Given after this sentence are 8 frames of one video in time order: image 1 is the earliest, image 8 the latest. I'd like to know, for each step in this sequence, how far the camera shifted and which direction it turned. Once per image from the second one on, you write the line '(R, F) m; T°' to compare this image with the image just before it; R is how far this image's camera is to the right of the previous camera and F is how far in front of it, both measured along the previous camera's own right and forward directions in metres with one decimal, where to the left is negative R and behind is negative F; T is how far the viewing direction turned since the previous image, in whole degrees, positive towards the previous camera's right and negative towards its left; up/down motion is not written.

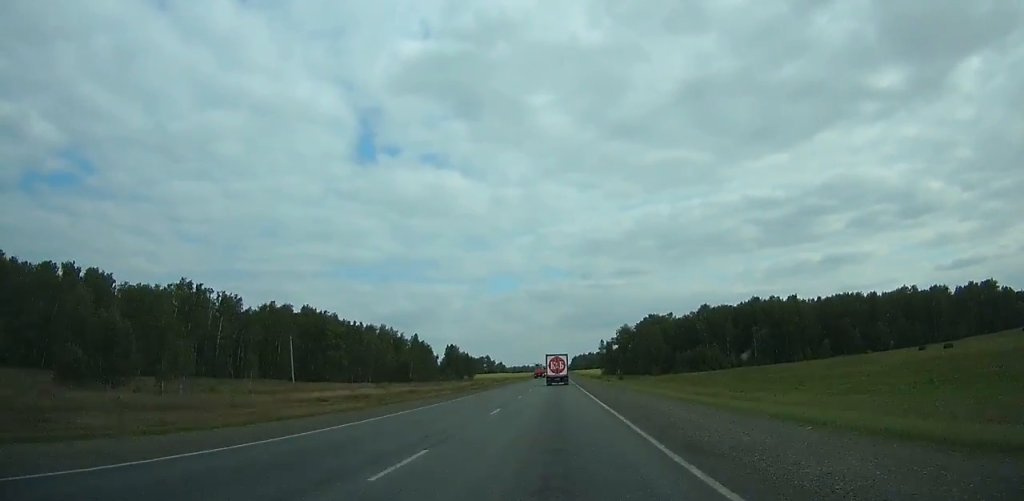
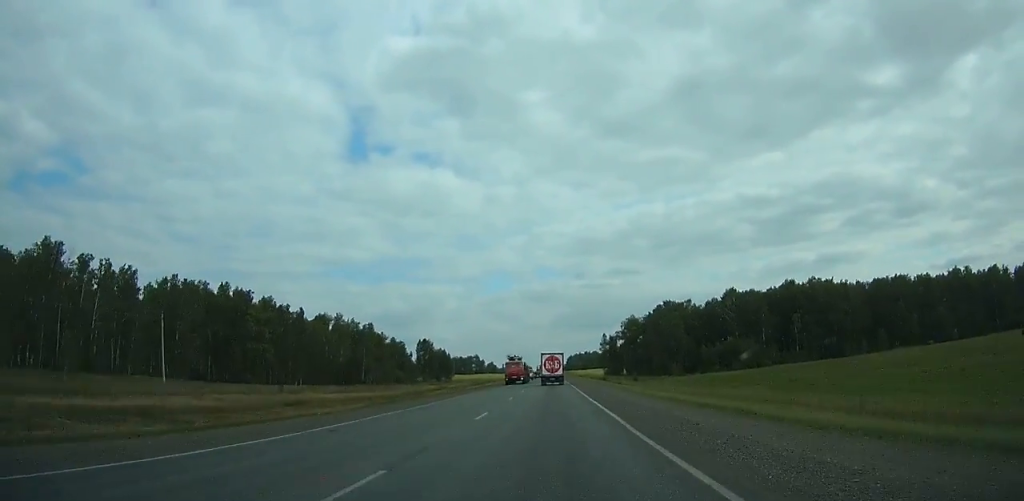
(0.0, +38.2) m; 0°
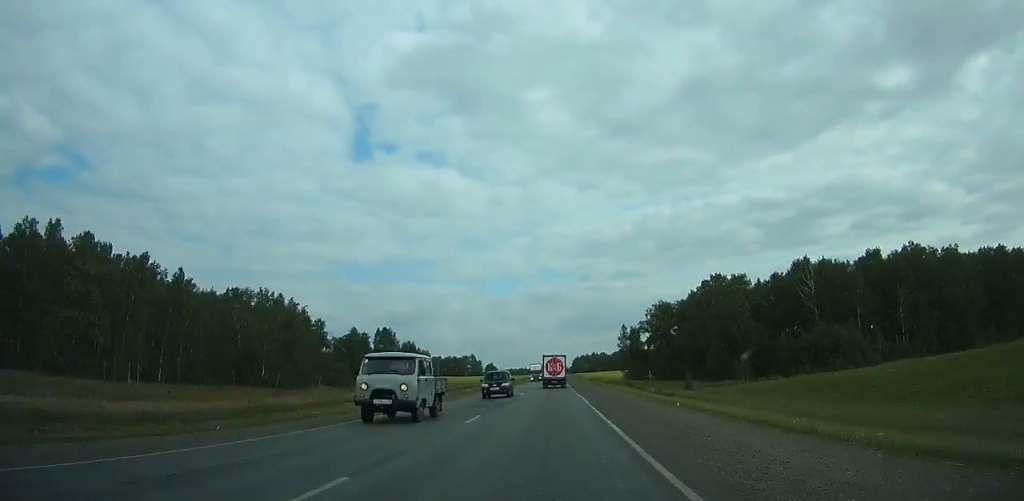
(+0.1, +49.1) m; 0°
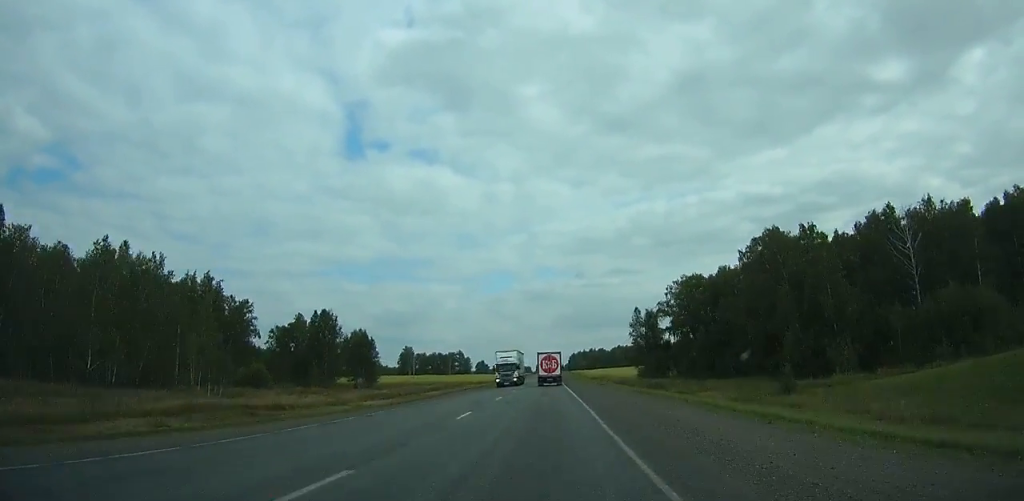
(0.0, +35.6) m; 0°
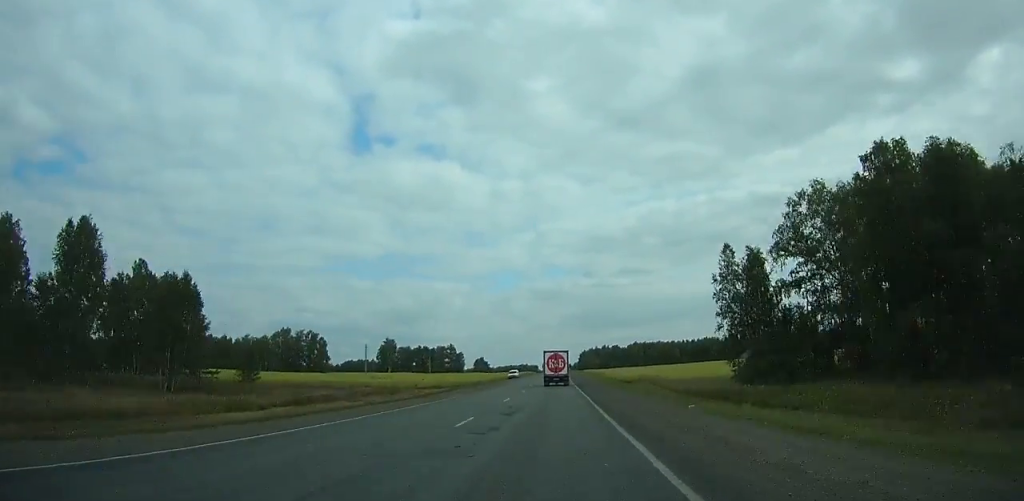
(-0.2, +62.1) m; 0°
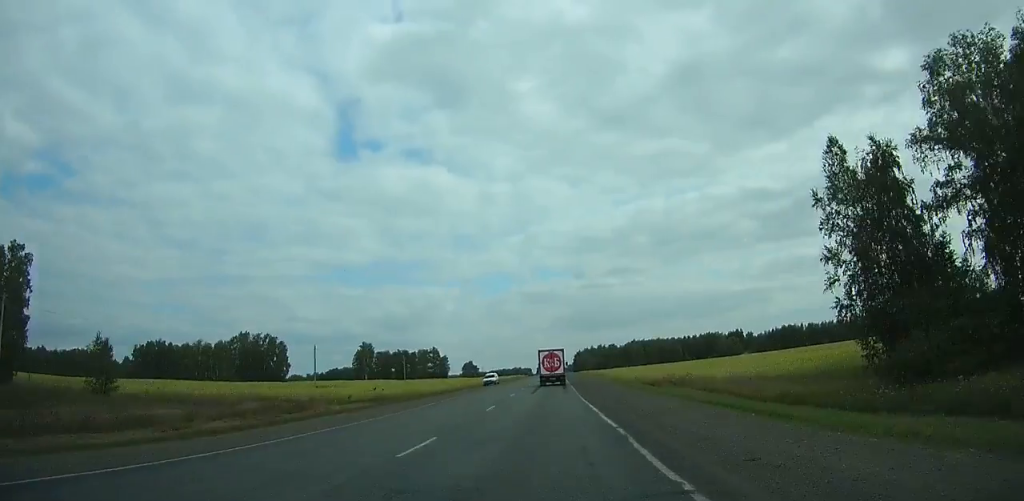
(-0.2, +28.8) m; 0°
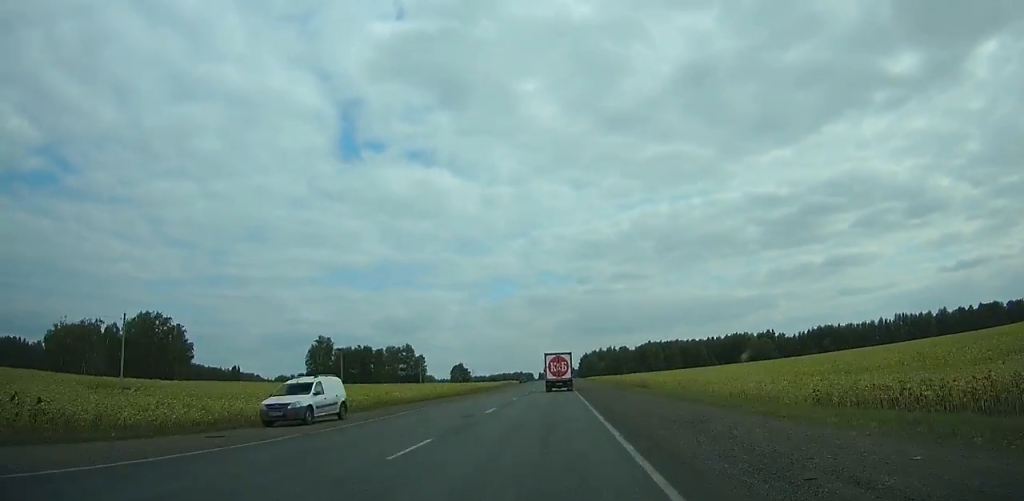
(+0.2, +59.5) m; 0°
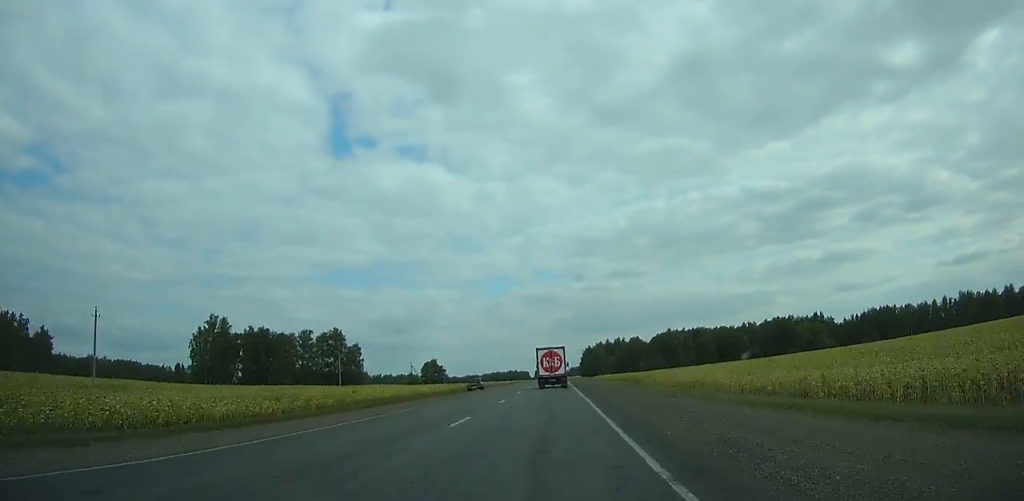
(+0.4, +78.7) m; 0°
